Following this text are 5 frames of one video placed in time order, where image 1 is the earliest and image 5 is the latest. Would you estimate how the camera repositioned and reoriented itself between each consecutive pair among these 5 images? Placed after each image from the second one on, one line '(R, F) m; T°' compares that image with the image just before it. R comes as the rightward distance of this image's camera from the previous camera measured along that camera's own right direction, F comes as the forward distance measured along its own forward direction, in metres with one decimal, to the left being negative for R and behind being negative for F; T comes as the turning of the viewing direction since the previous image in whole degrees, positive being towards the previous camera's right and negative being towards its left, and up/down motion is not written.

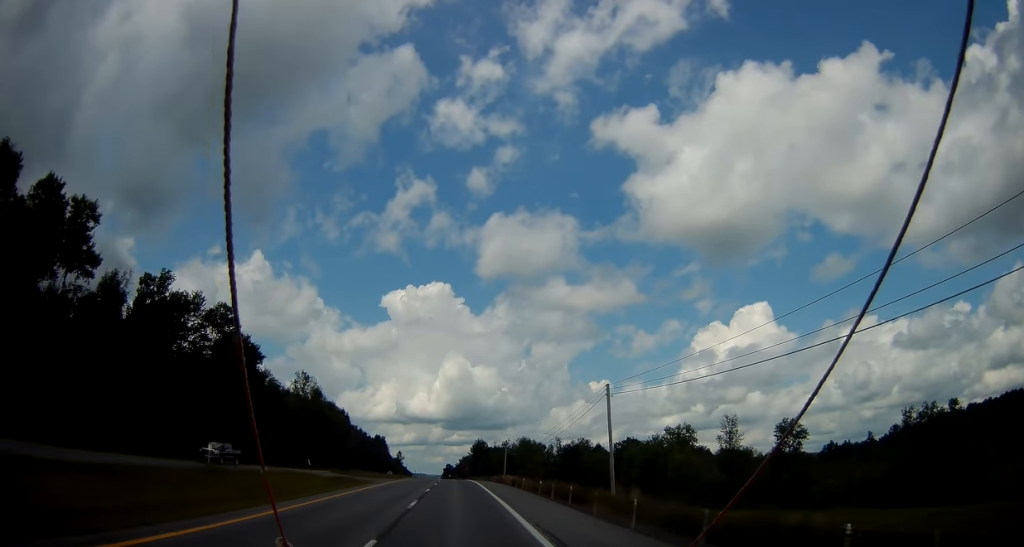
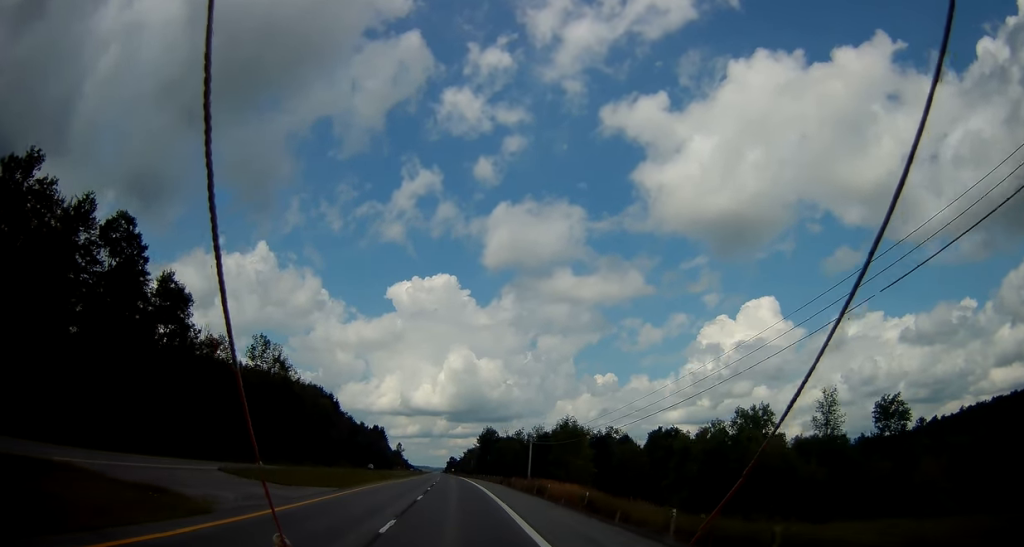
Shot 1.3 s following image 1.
(-0.3, +32.0) m; -1°
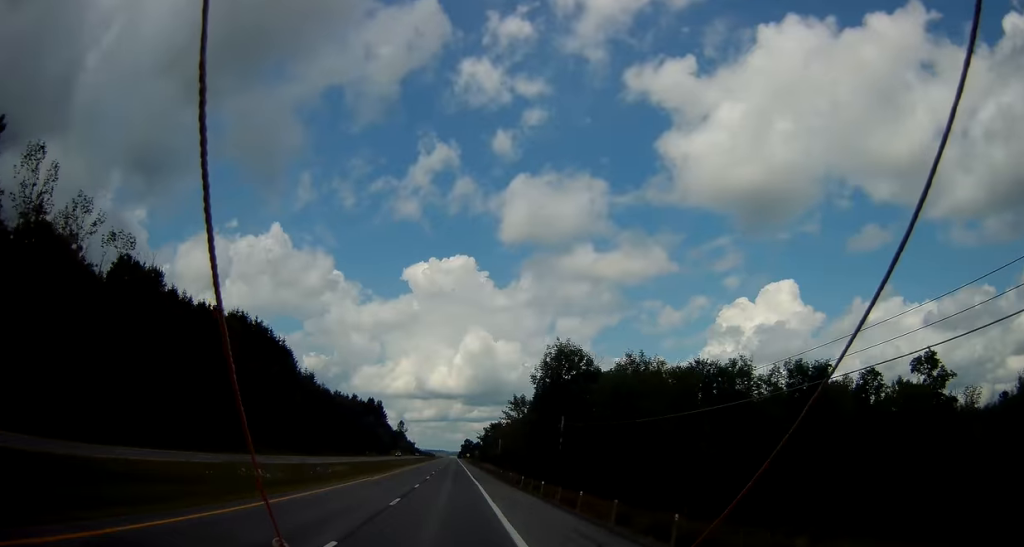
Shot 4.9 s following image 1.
(0.0, +87.3) m; 0°
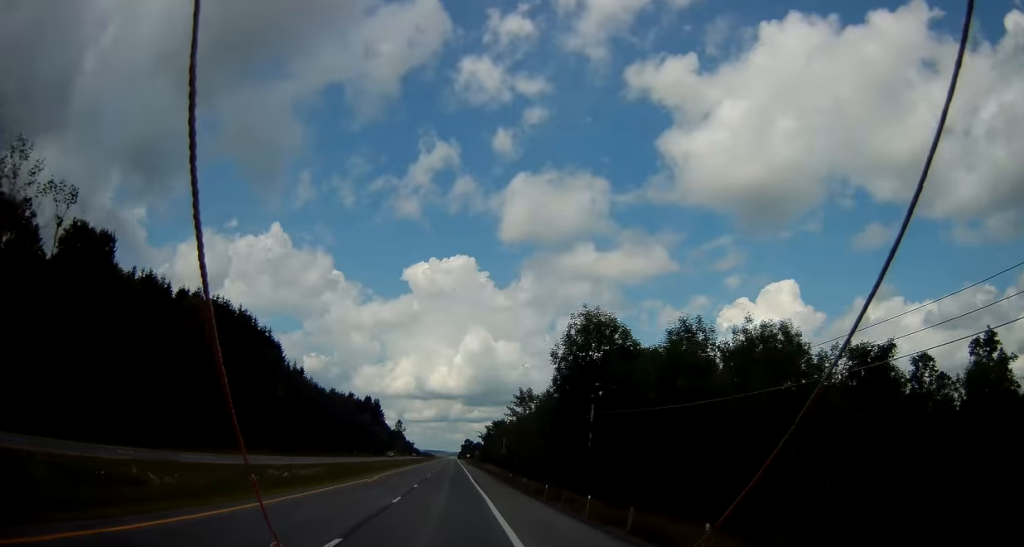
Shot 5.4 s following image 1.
(+0.1, +11.0) m; 0°
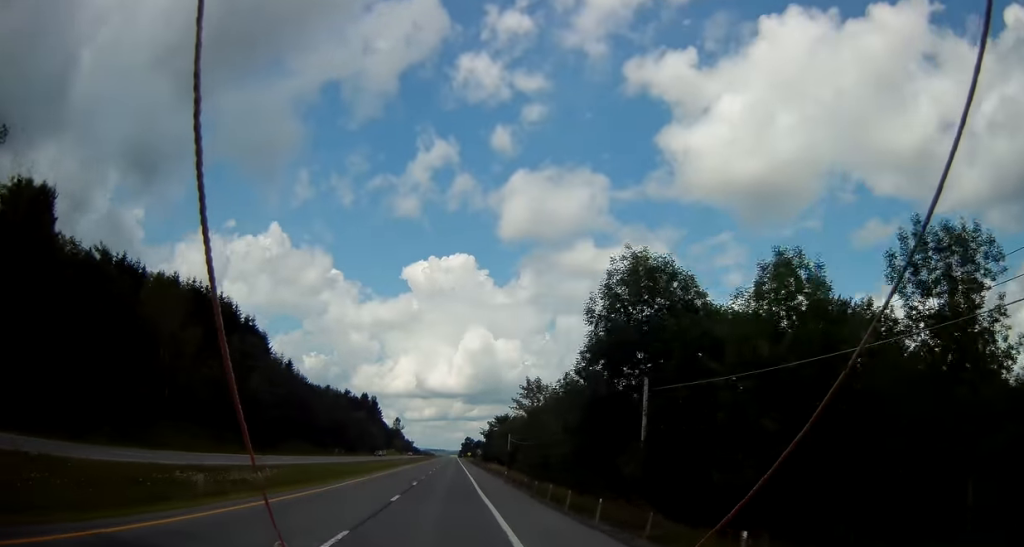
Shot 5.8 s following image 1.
(-0.2, +10.6) m; 0°
